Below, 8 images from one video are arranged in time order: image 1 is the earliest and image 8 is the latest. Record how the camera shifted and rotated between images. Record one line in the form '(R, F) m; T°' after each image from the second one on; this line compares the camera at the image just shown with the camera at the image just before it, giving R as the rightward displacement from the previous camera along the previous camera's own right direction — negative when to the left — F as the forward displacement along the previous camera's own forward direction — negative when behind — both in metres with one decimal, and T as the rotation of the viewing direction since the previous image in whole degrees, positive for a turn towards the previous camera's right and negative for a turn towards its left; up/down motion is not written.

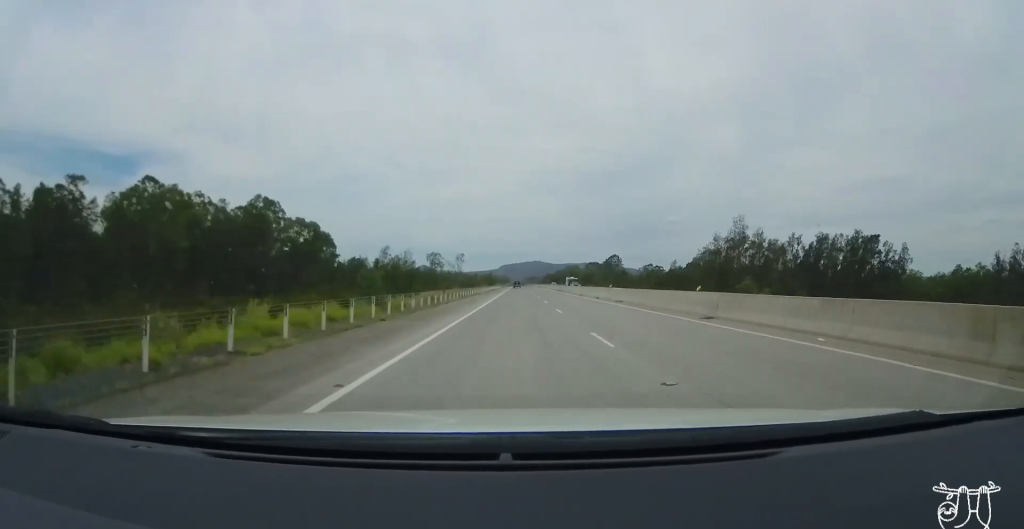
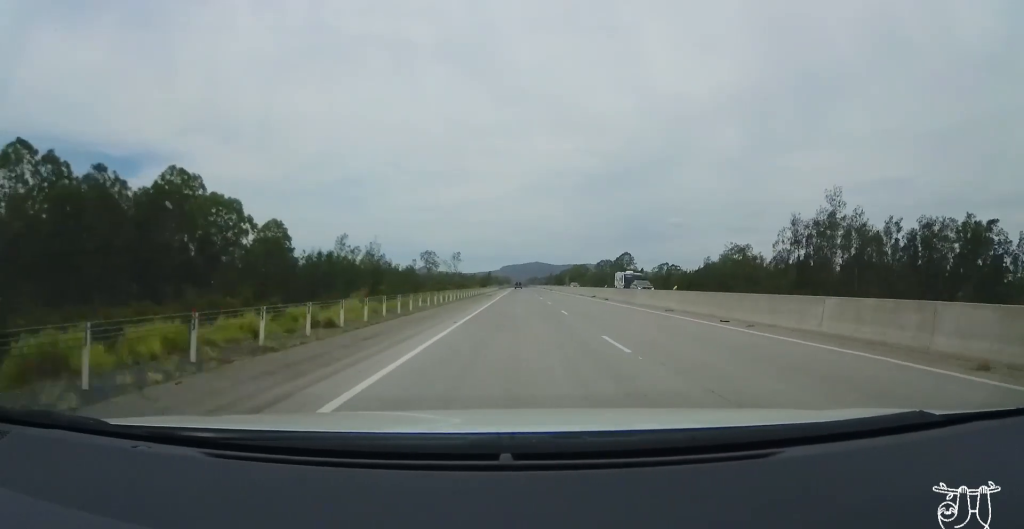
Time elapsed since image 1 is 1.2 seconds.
(+0.5, +35.7) m; +1°
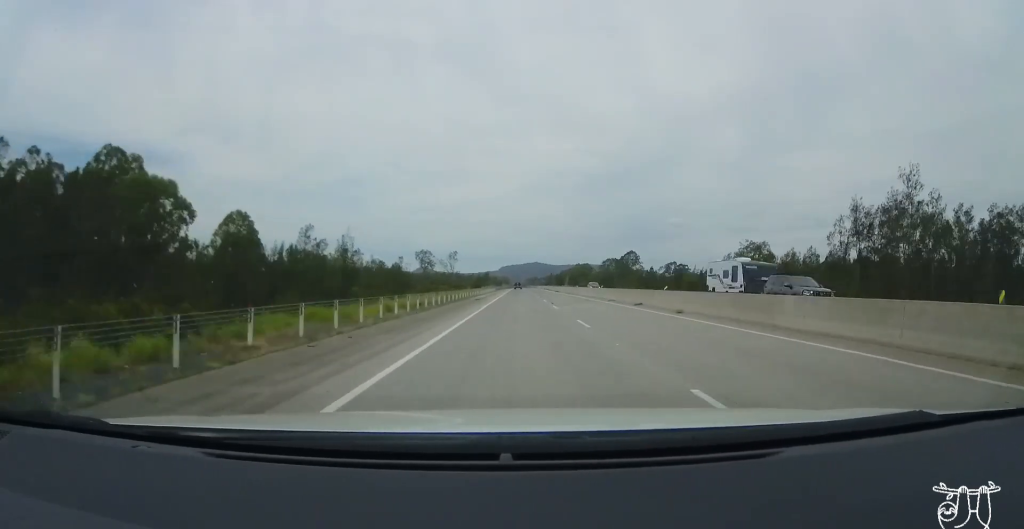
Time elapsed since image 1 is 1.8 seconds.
(+0.1, +17.9) m; 0°
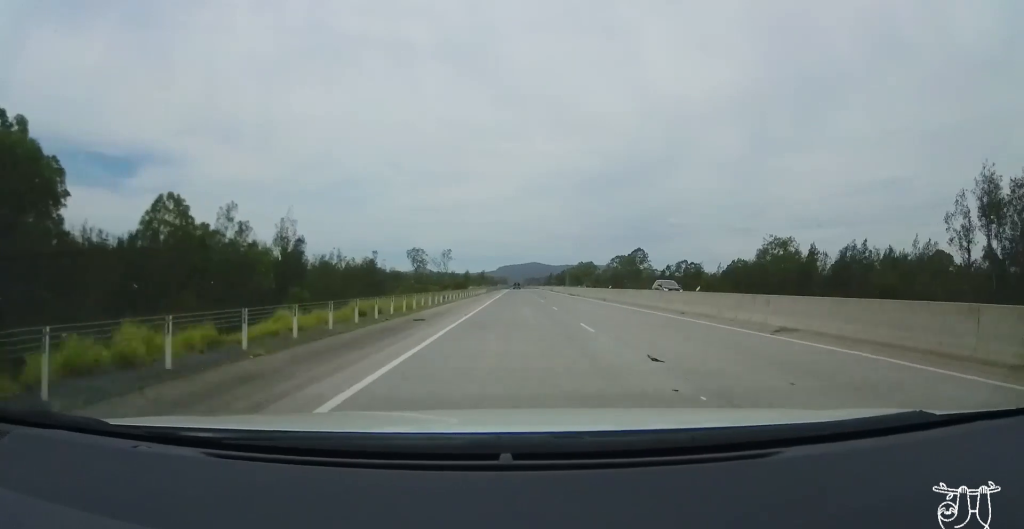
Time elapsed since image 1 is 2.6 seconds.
(0.0, +25.1) m; 0°
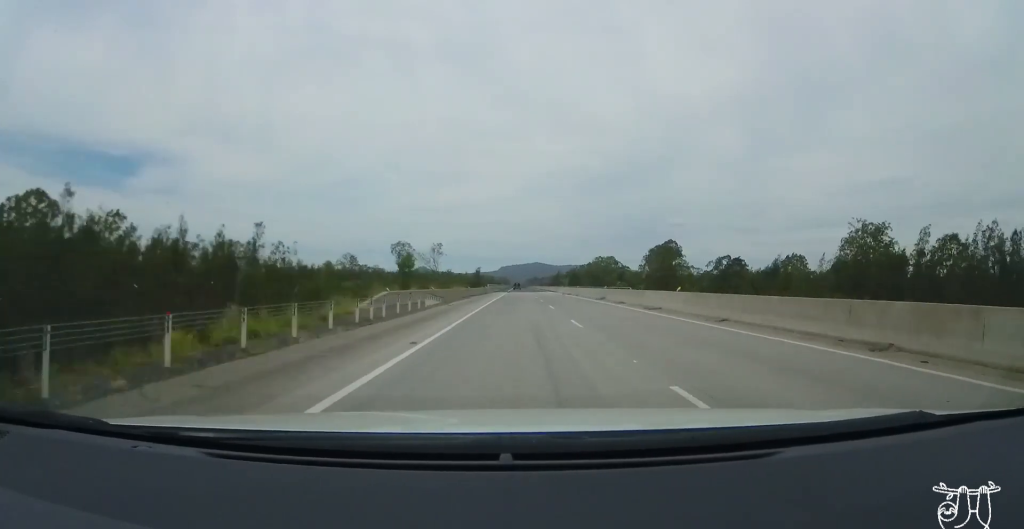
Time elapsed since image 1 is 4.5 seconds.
(-0.5, +56.5) m; 0°
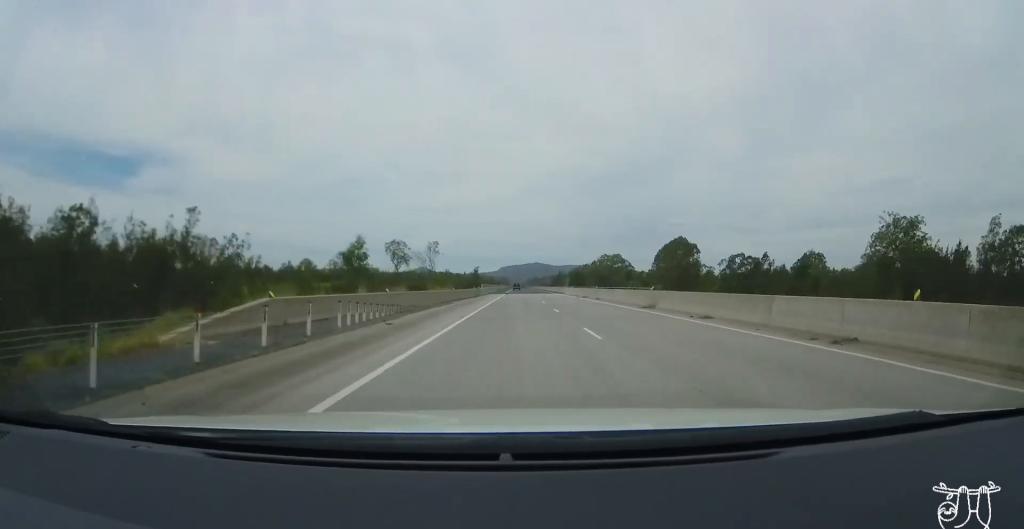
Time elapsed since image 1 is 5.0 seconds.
(+0.1, +15.6) m; 0°
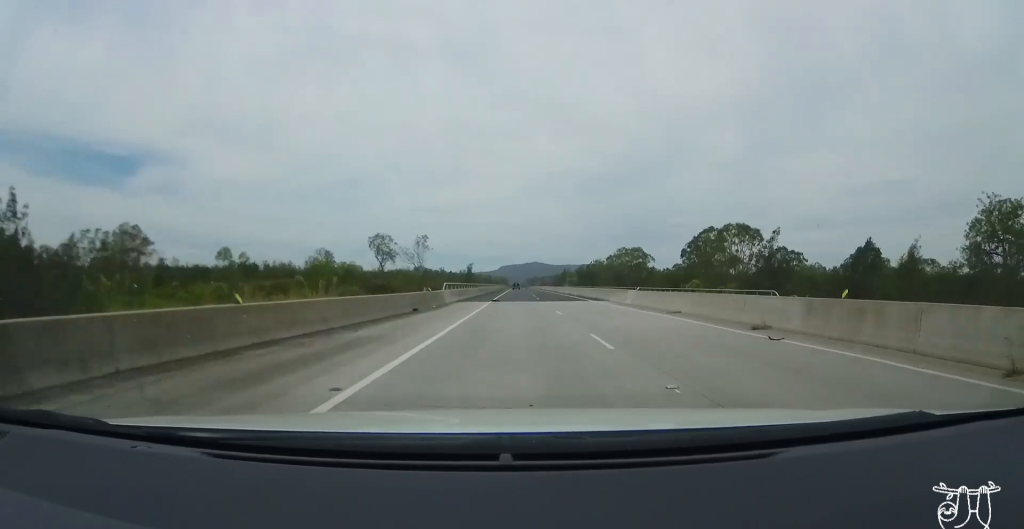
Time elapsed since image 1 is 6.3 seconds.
(+0.2, +37.2) m; 0°
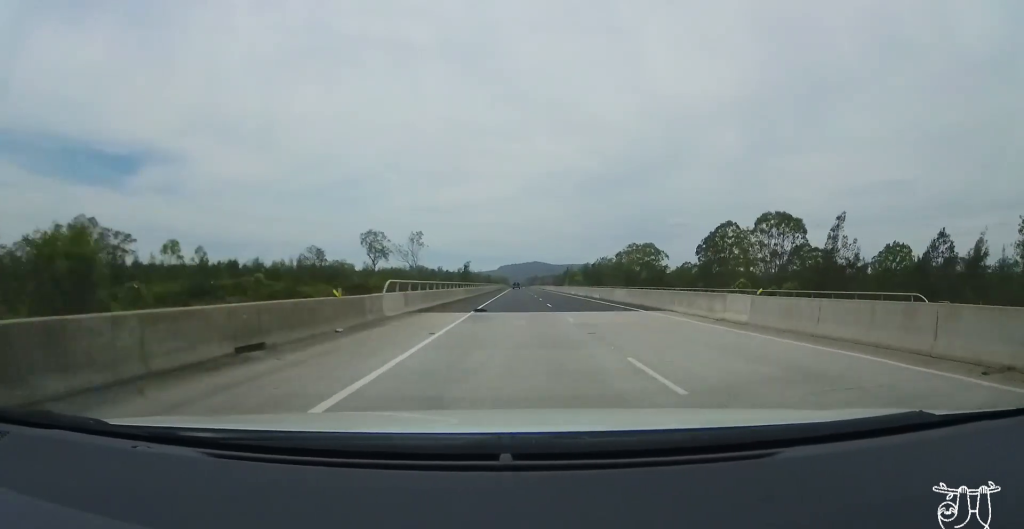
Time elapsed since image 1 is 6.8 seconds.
(0.0, +15.6) m; 0°
